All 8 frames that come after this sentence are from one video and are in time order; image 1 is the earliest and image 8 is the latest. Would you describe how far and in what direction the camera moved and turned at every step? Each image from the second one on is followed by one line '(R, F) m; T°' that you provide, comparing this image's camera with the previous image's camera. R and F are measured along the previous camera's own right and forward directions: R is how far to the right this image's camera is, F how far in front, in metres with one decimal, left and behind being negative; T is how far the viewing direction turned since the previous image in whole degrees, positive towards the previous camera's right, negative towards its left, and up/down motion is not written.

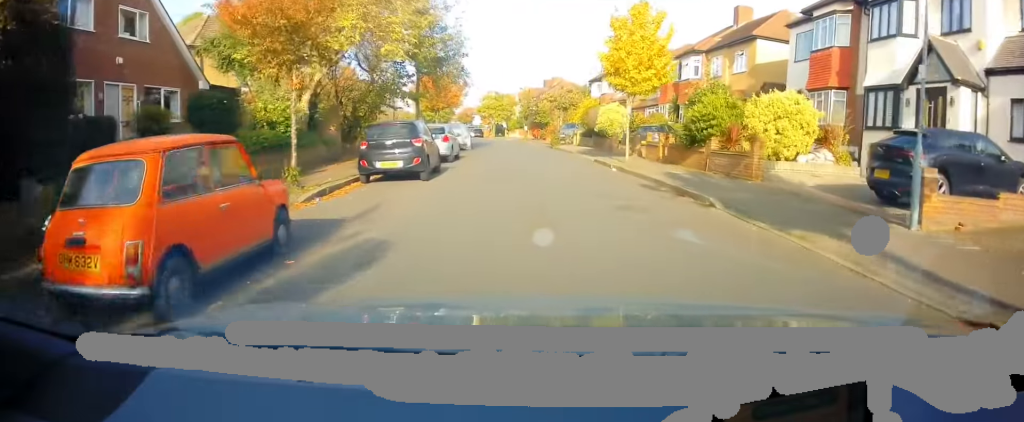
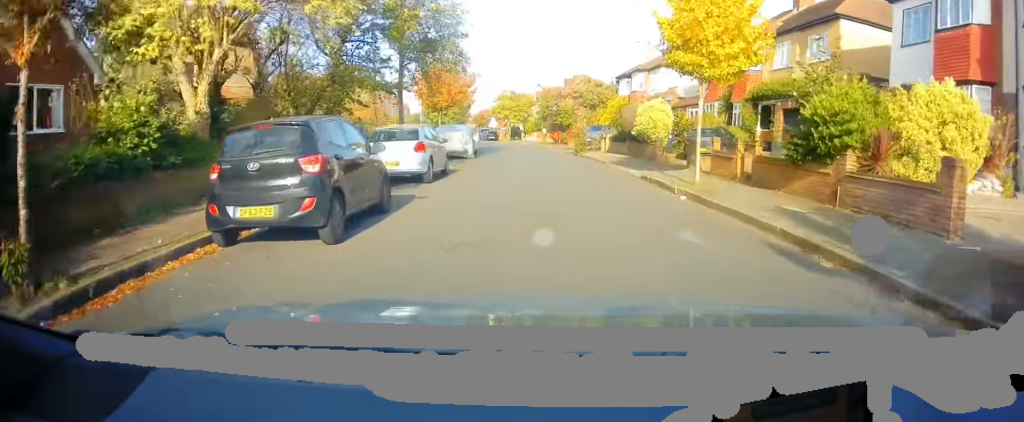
(-0.4, +7.1) m; -4°
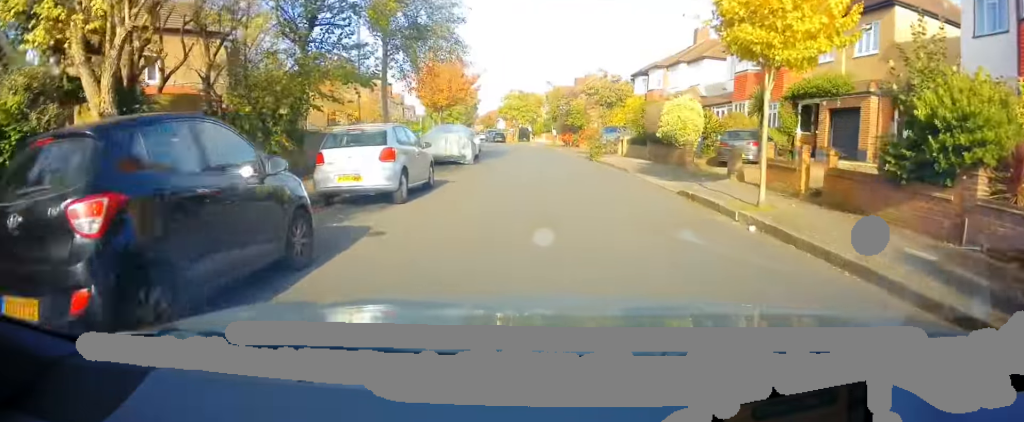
(-0.1, +3.5) m; 0°
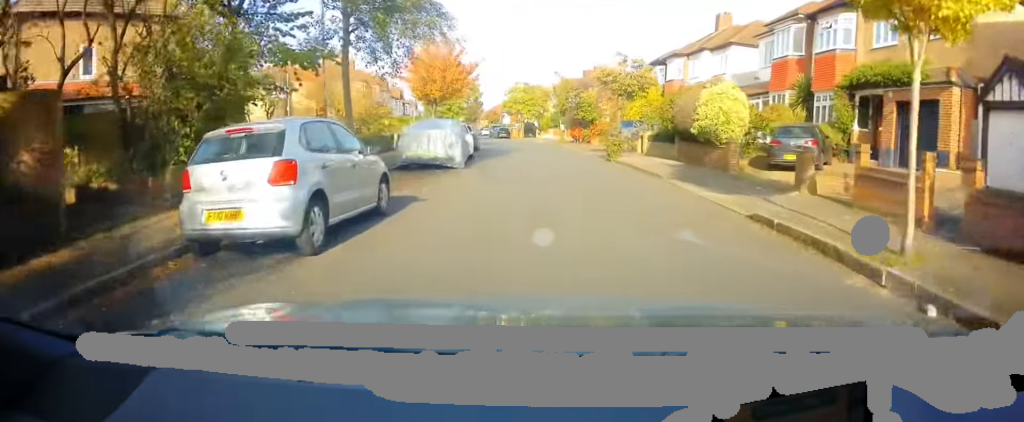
(+0.2, +4.3) m; +2°
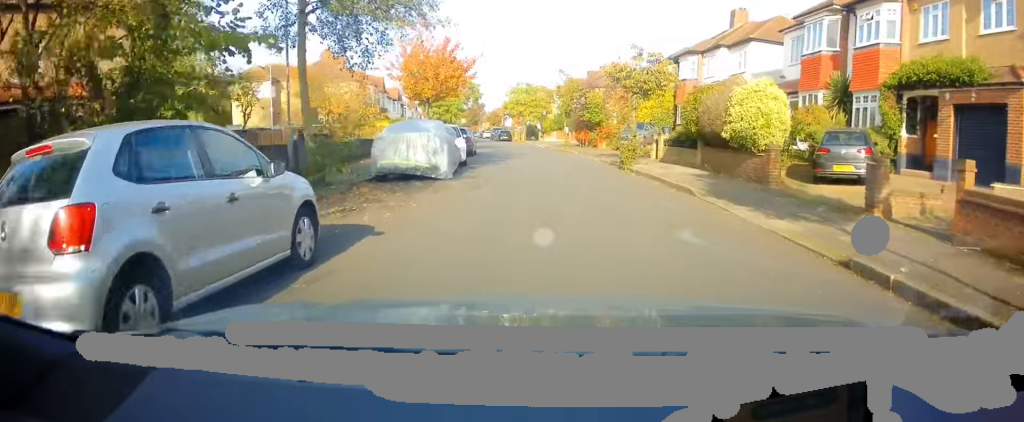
(0.0, +3.0) m; 0°
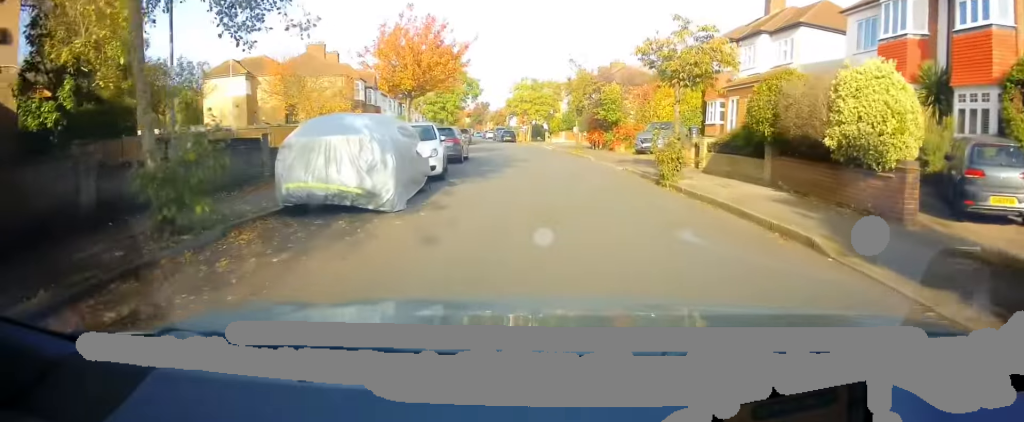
(0.0, +5.8) m; -1°
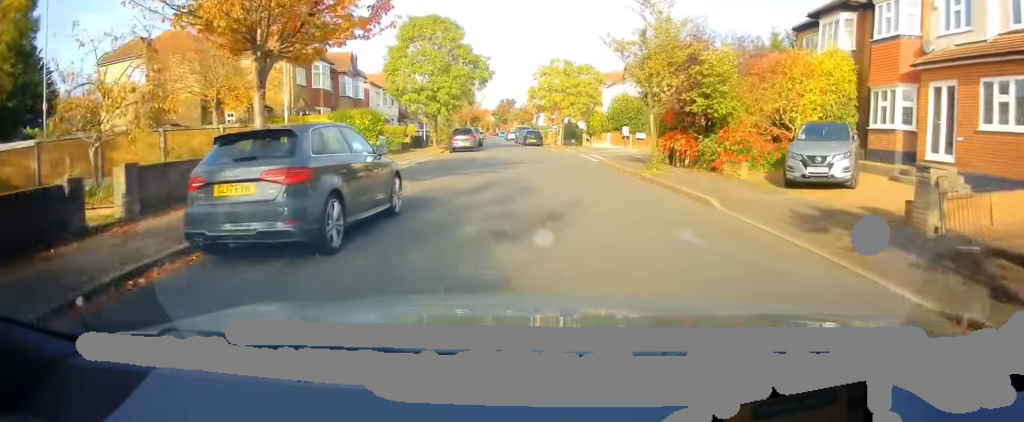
(-1.0, +15.4) m; -3°
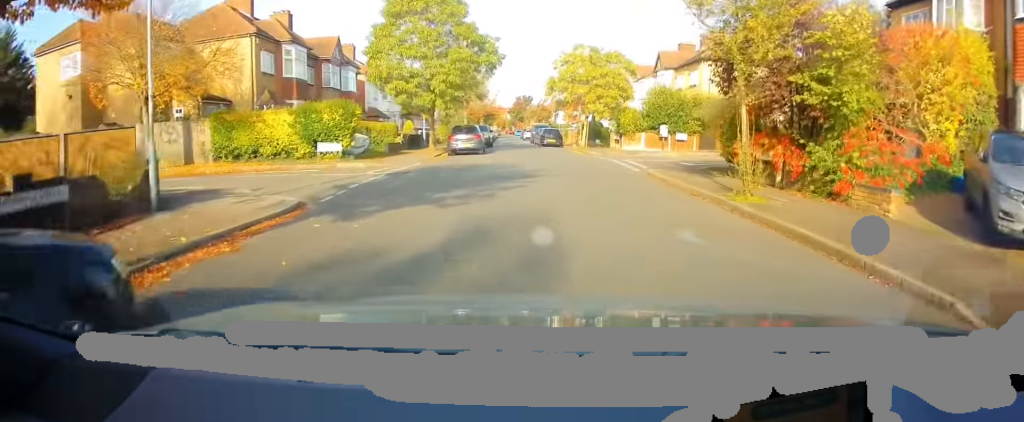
(+0.3, +6.8) m; -1°
